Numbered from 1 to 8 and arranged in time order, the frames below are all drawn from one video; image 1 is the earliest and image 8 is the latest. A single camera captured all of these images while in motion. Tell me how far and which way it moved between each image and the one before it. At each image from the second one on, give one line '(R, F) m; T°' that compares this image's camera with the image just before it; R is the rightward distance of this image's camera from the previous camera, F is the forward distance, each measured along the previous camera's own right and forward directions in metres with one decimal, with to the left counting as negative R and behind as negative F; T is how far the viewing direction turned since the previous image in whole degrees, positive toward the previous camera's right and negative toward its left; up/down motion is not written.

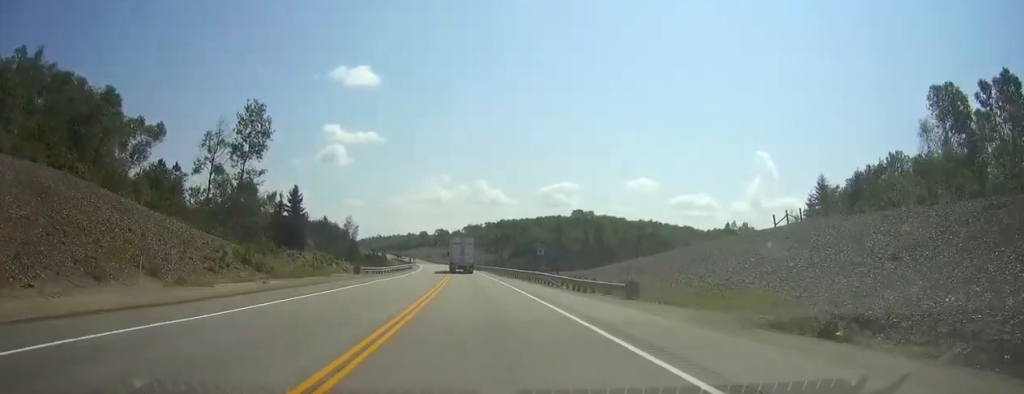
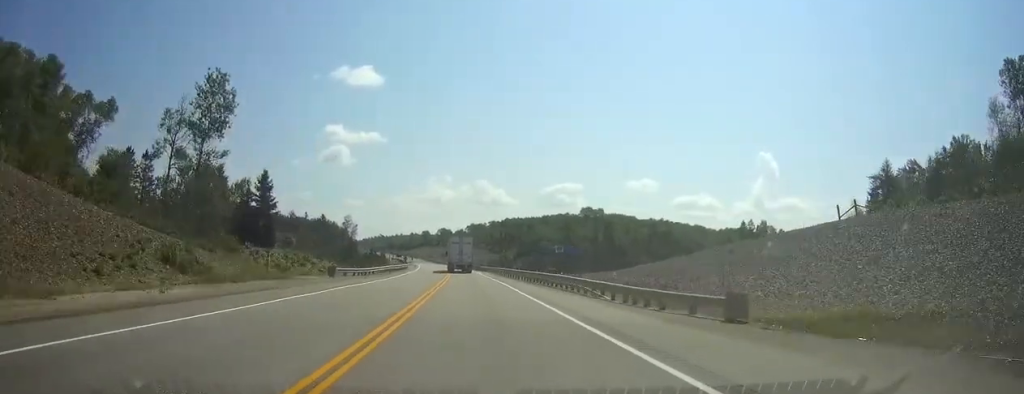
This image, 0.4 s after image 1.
(-0.1, +12.3) m; 0°
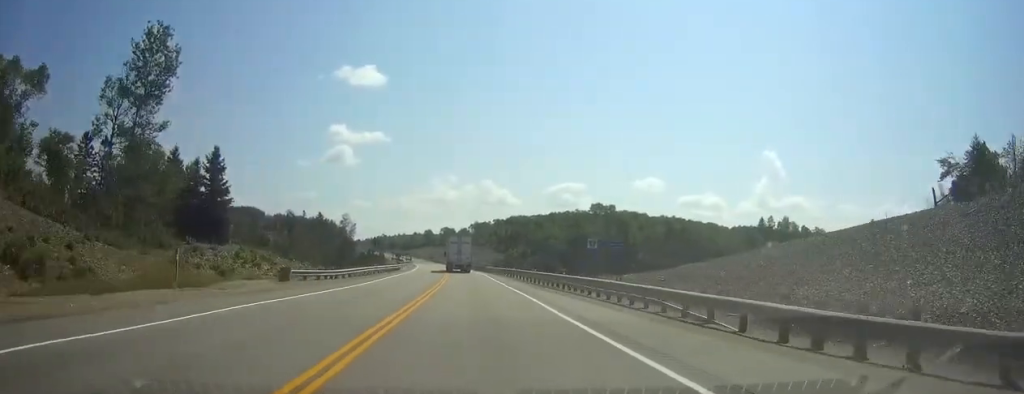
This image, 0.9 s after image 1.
(0.0, +13.3) m; 0°
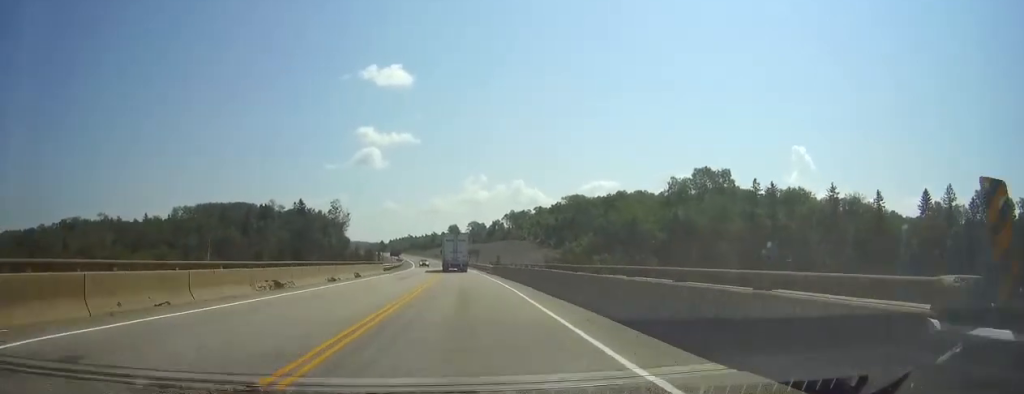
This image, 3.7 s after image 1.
(-1.6, +80.8) m; -3°
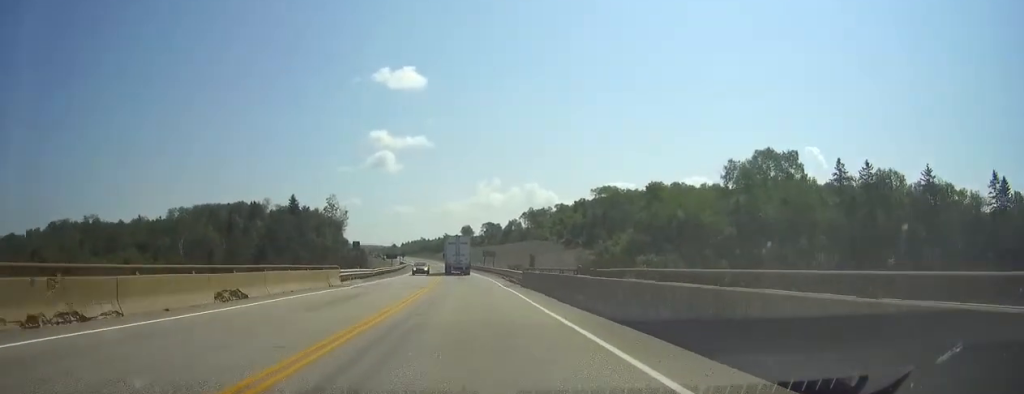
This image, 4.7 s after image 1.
(-0.3, +26.4) m; -1°
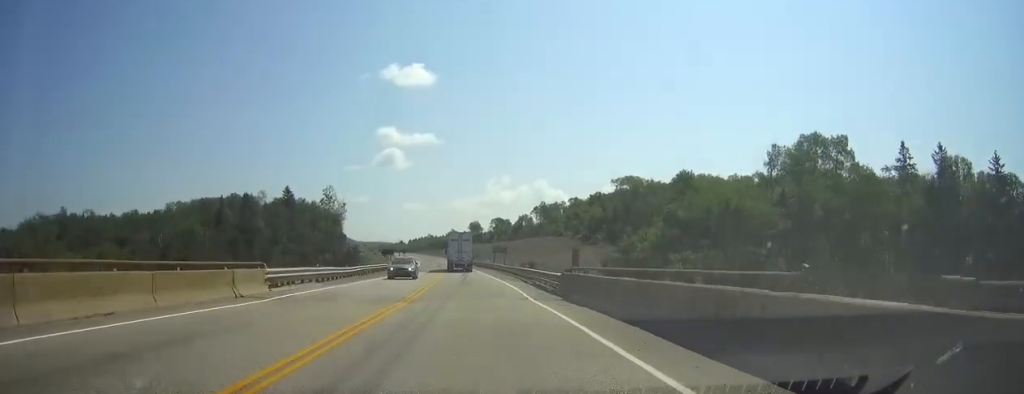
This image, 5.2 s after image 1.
(-0.1, +15.1) m; -1°
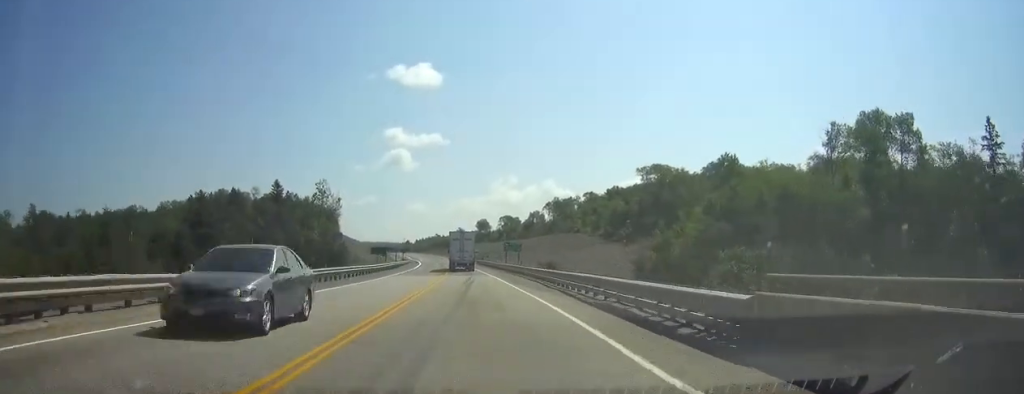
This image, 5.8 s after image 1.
(-0.1, +16.9) m; -1°
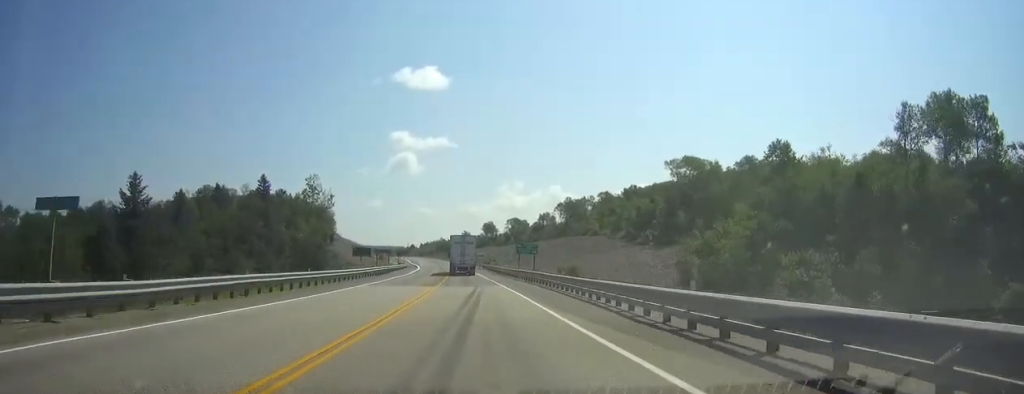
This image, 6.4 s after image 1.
(-0.1, +15.9) m; -1°
